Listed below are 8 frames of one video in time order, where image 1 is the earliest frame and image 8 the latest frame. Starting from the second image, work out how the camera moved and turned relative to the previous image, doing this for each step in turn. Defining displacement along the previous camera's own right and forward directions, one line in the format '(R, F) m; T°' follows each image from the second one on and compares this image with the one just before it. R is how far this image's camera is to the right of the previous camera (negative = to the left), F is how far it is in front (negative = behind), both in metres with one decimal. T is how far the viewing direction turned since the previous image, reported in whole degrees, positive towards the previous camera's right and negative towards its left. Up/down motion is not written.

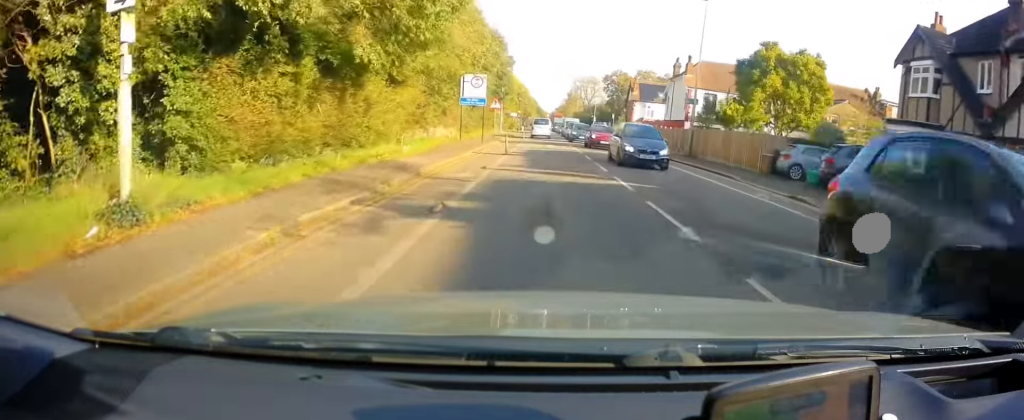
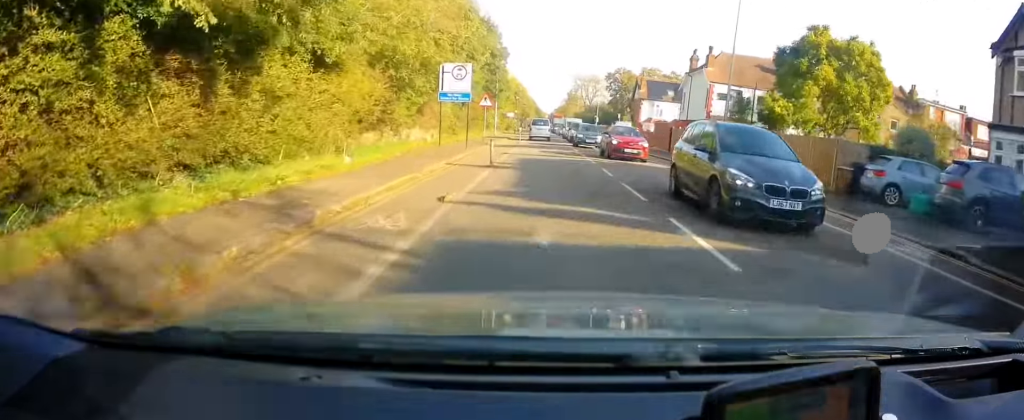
(0.0, +6.8) m; 0°
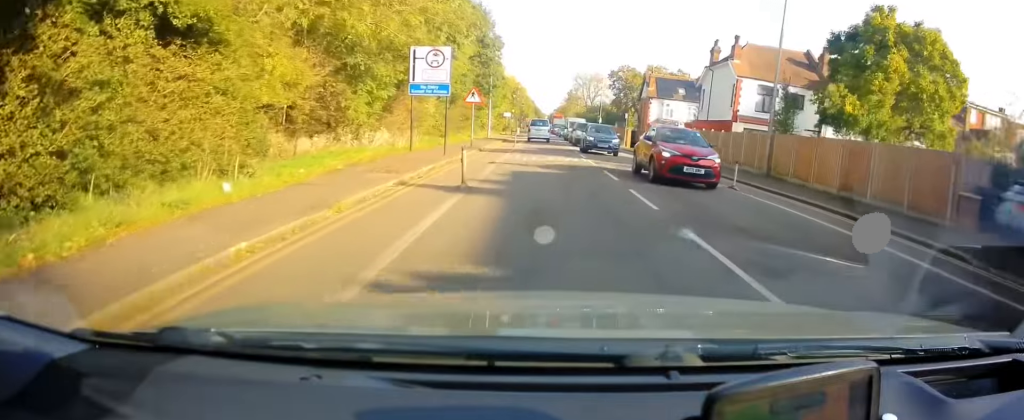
(+0.1, +6.2) m; 0°
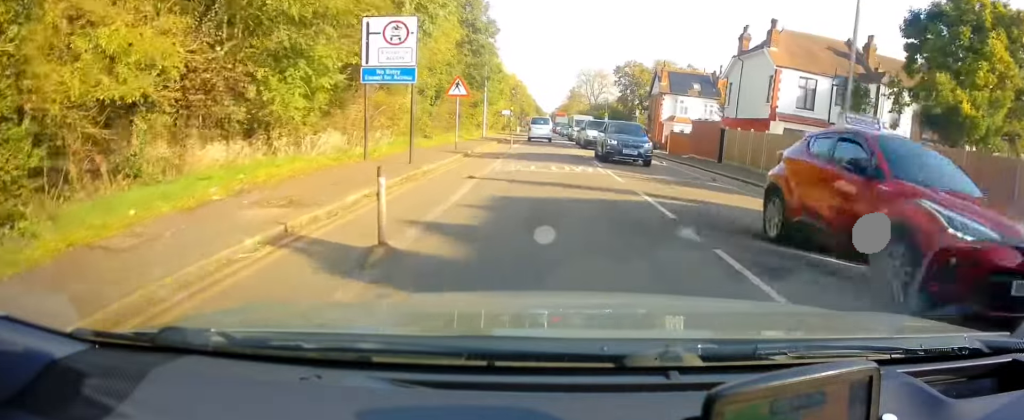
(-0.2, +6.0) m; 0°
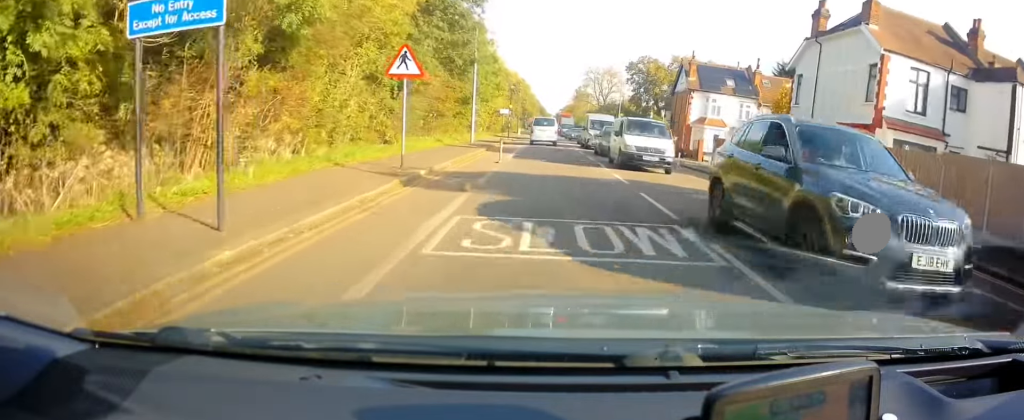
(-0.1, +10.3) m; -3°
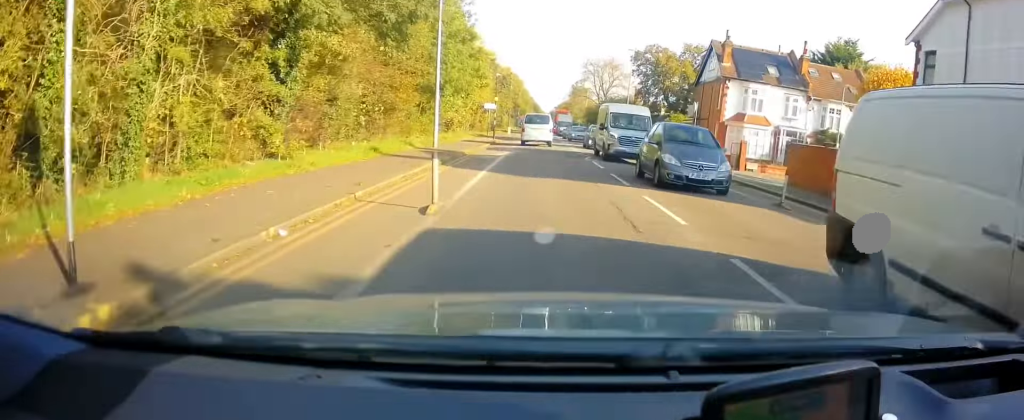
(+0.2, +11.7) m; +2°
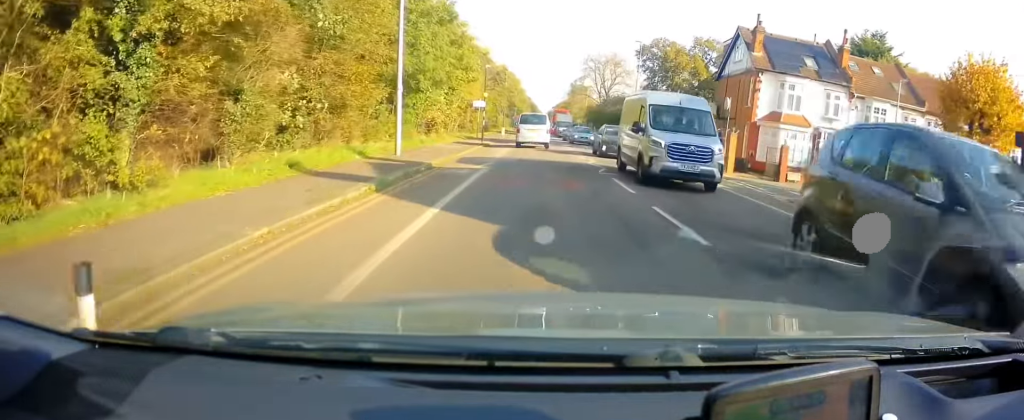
(-0.2, +6.9) m; -2°
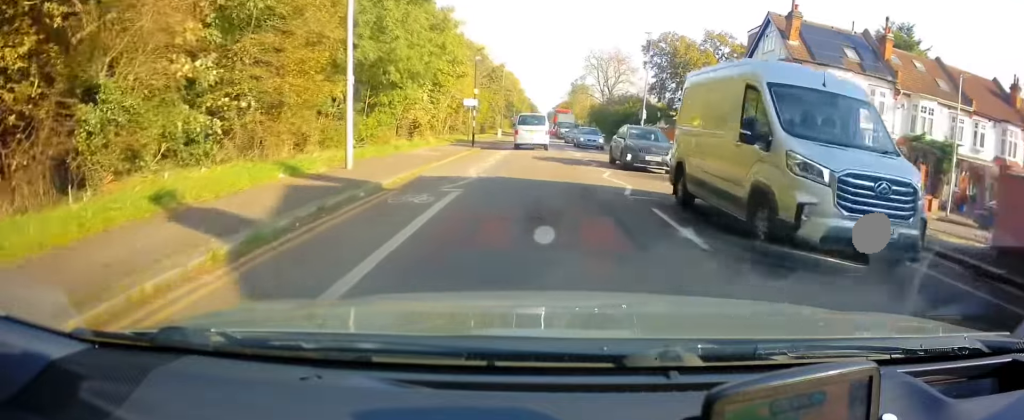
(-0.1, +5.4) m; +1°
